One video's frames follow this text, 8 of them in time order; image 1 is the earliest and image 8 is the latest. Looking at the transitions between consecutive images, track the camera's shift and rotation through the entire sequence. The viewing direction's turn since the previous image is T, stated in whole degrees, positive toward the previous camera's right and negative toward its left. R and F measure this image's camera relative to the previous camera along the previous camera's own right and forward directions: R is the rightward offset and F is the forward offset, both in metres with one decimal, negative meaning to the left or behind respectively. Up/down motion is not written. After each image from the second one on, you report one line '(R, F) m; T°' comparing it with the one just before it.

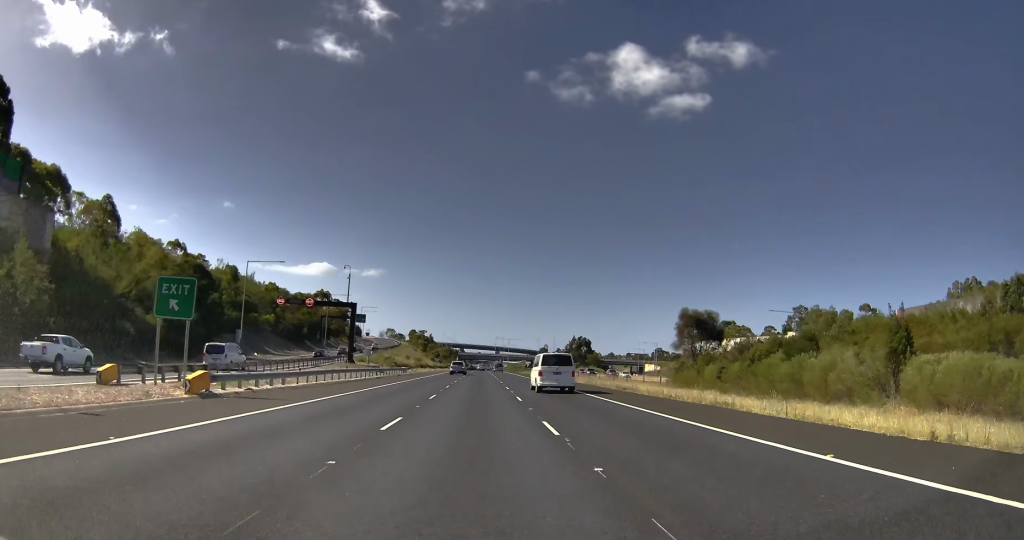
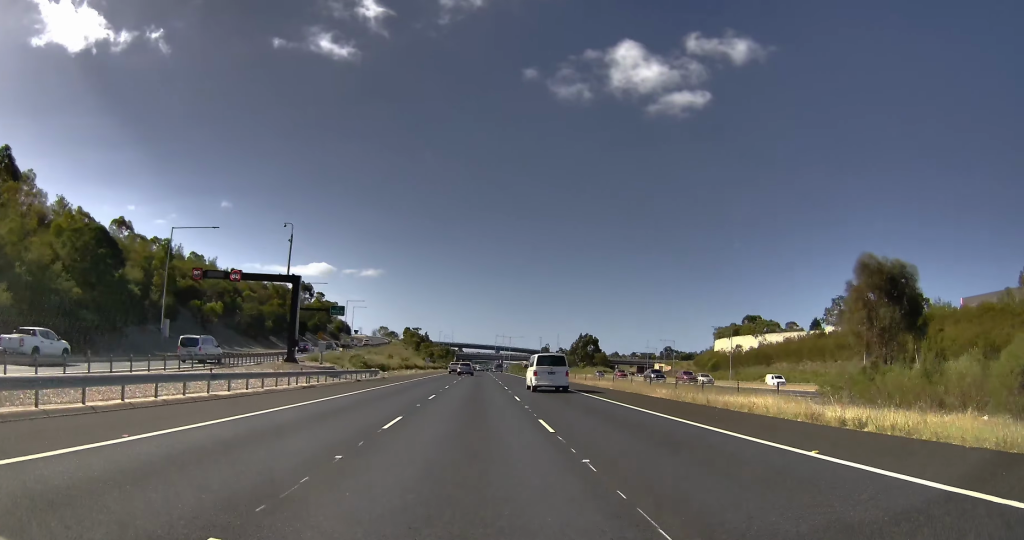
(+0.2, +23.3) m; 0°
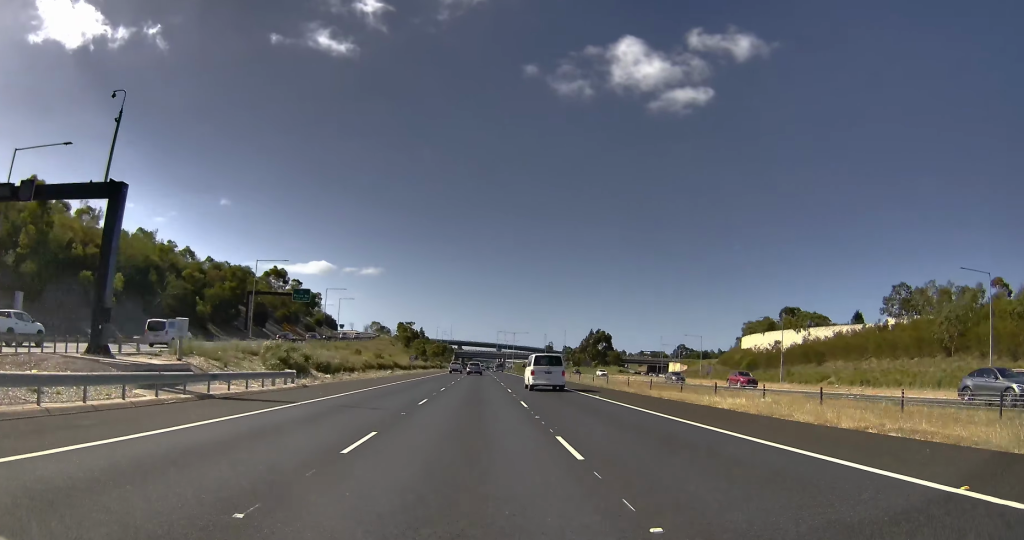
(-0.4, +27.4) m; -1°
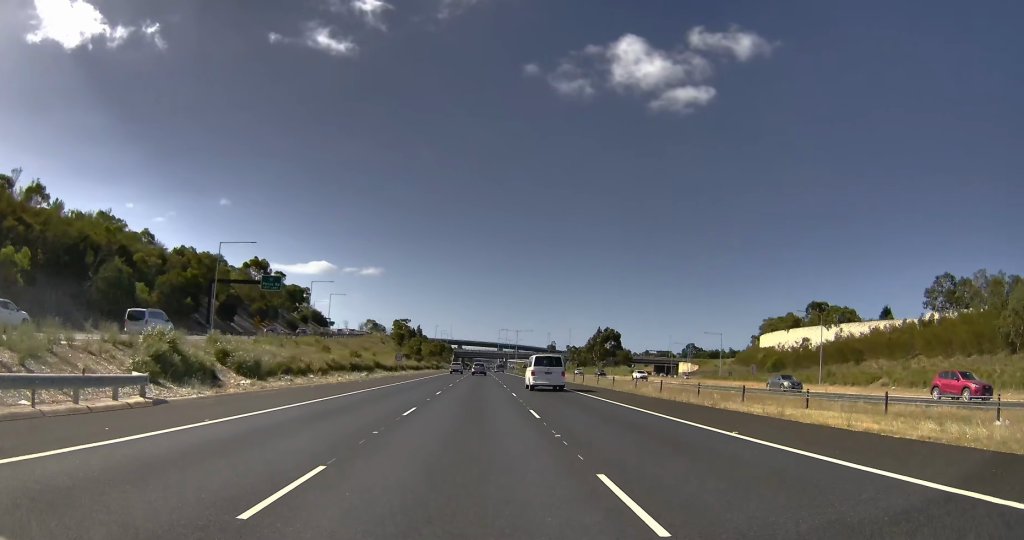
(-0.2, +15.9) m; 0°
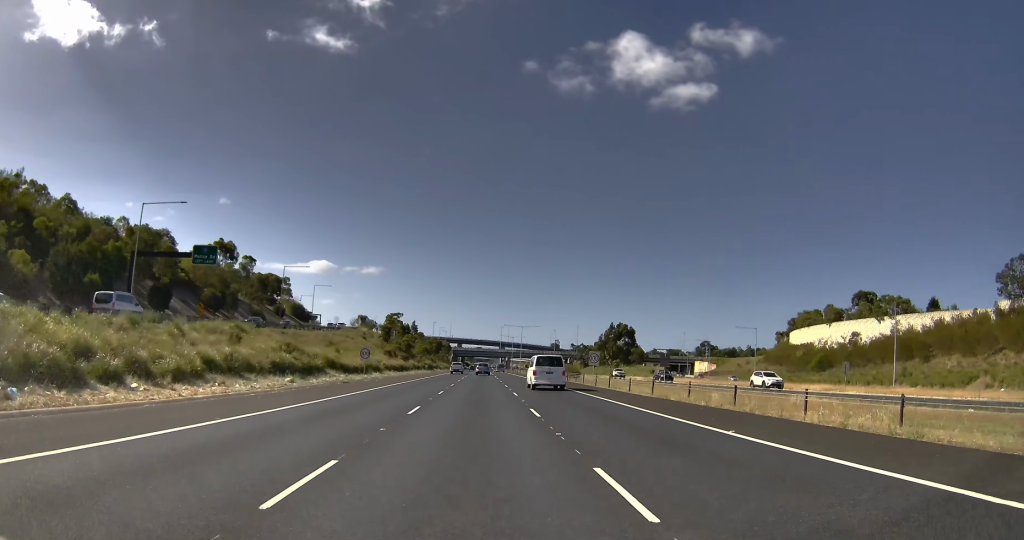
(+0.2, +23.1) m; +1°
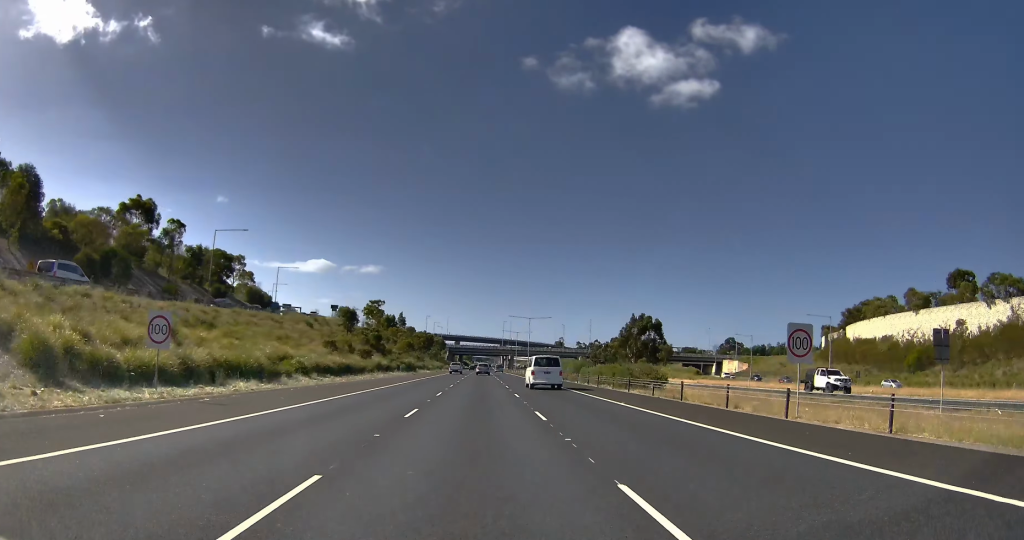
(+0.2, +35.6) m; 0°
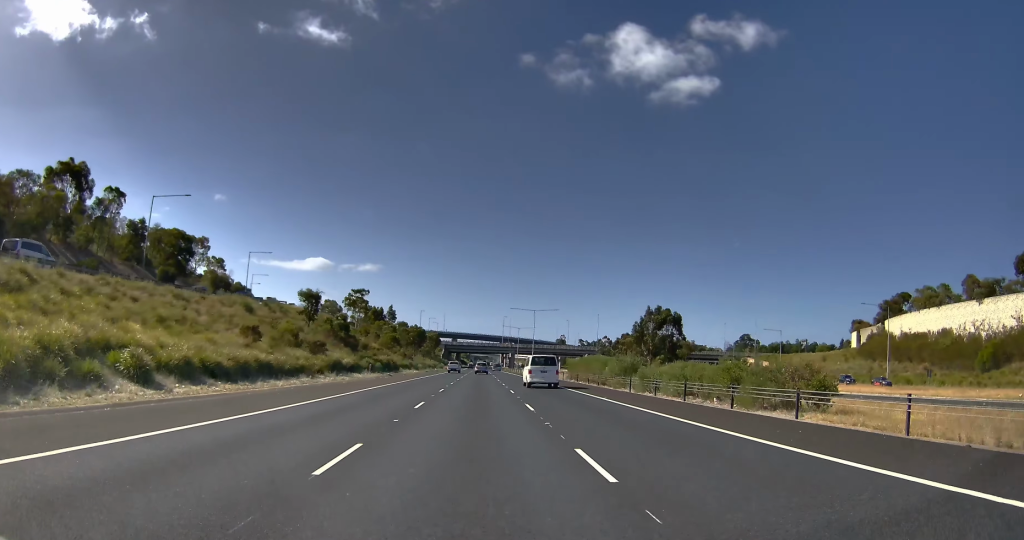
(0.0, +18.9) m; 0°
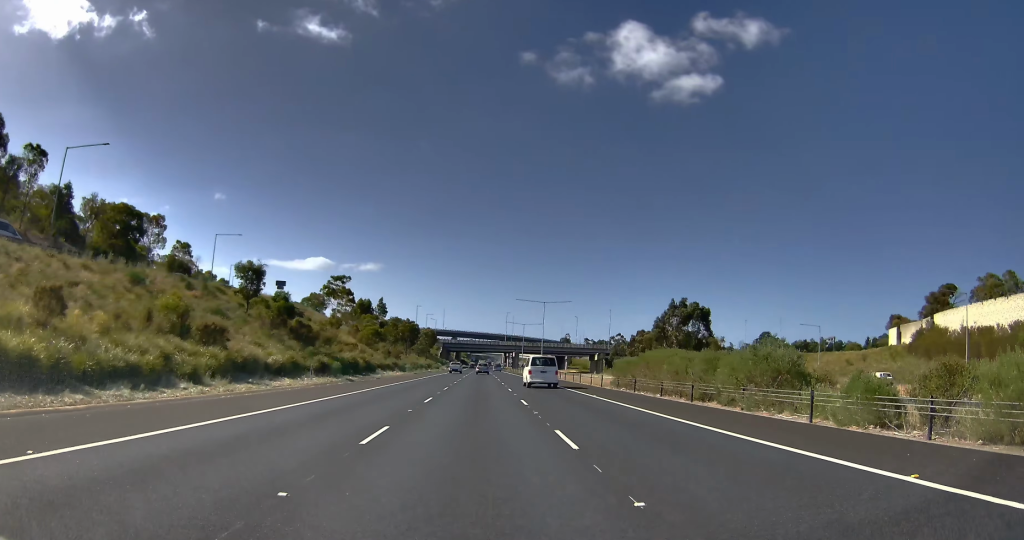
(-0.3, +17.3) m; 0°
